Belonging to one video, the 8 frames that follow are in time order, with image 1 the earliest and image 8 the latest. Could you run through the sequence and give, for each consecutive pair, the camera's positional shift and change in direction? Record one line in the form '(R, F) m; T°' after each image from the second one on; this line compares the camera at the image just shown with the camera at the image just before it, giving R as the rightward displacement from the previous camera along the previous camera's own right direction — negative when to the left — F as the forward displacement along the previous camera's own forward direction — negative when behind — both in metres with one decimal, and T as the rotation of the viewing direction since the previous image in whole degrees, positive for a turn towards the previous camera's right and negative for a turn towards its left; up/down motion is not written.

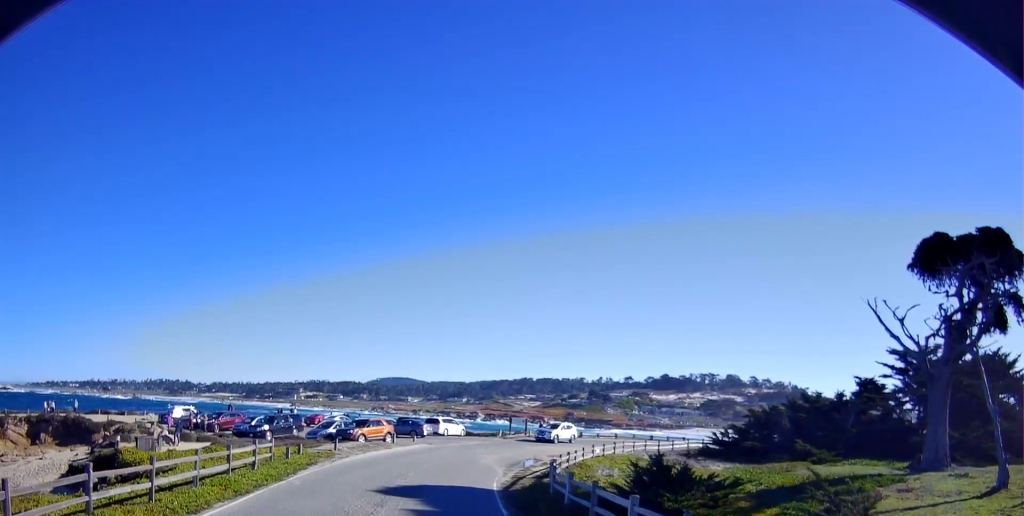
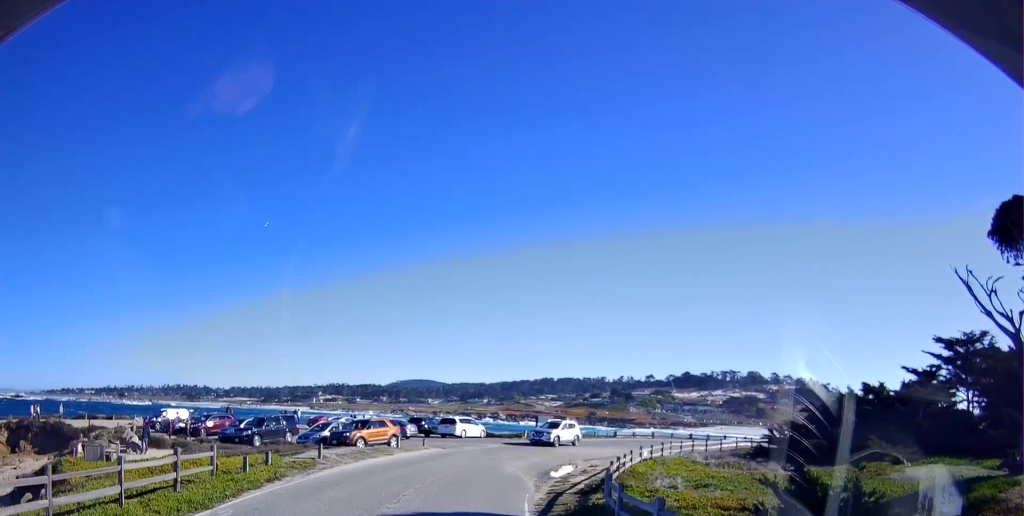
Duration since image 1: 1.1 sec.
(-0.1, +6.3) m; -6°
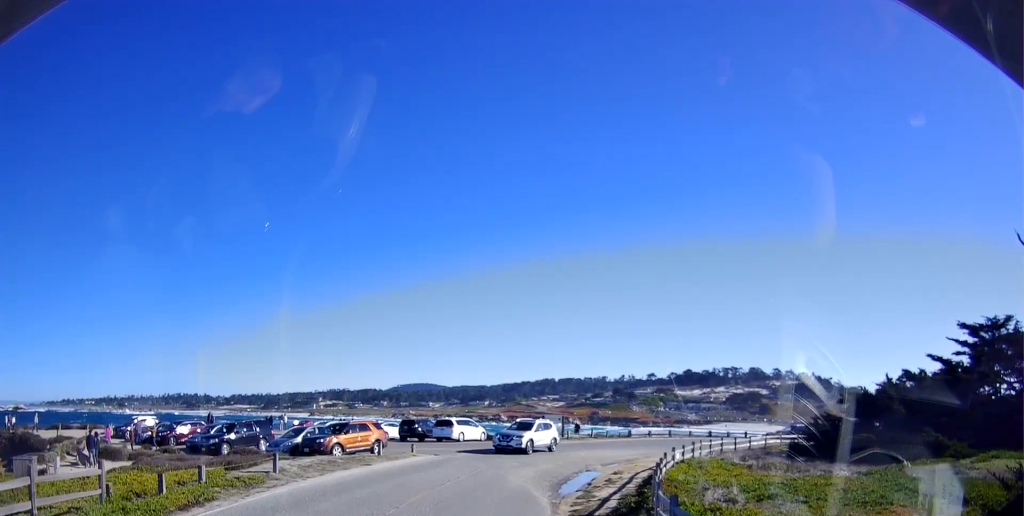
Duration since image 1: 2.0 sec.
(-0.4, +5.1) m; -4°
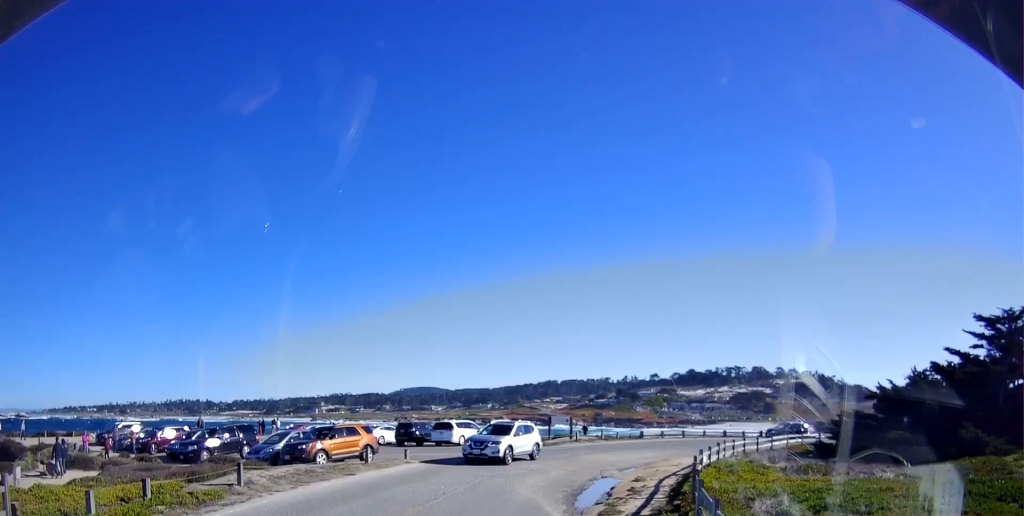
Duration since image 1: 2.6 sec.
(-0.1, +3.1) m; 0°
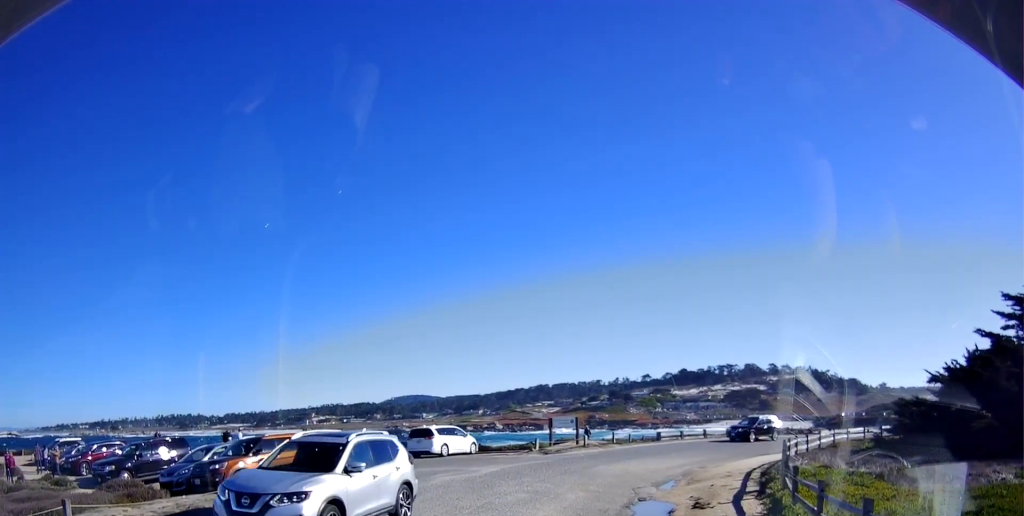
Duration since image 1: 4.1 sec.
(+0.3, +7.9) m; +3°
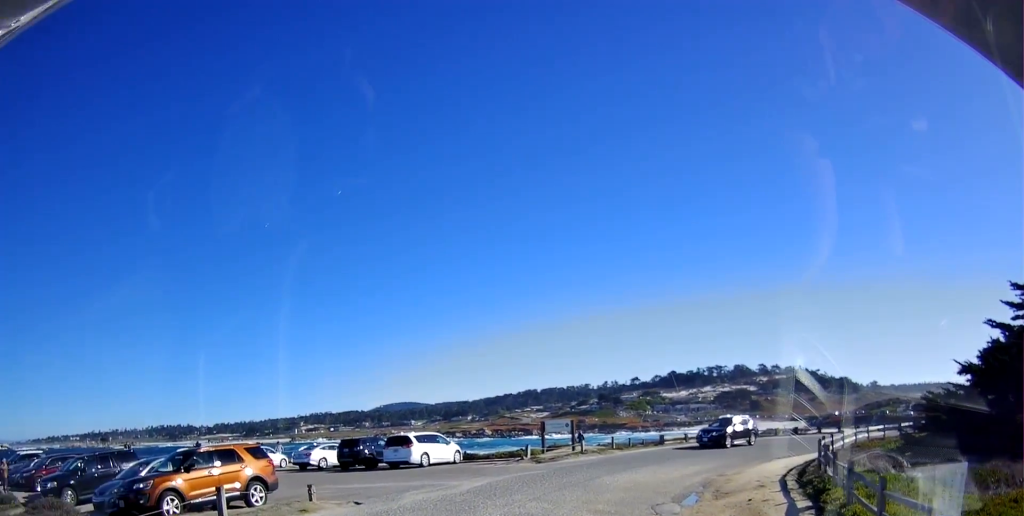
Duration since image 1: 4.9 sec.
(0.0, +4.3) m; 0°
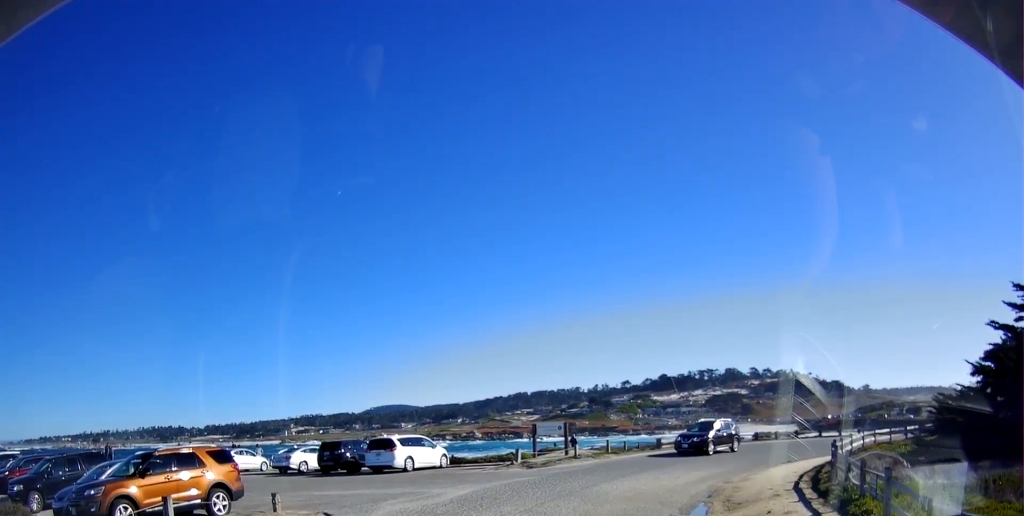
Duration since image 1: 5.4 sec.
(0.0, +2.2) m; 0°
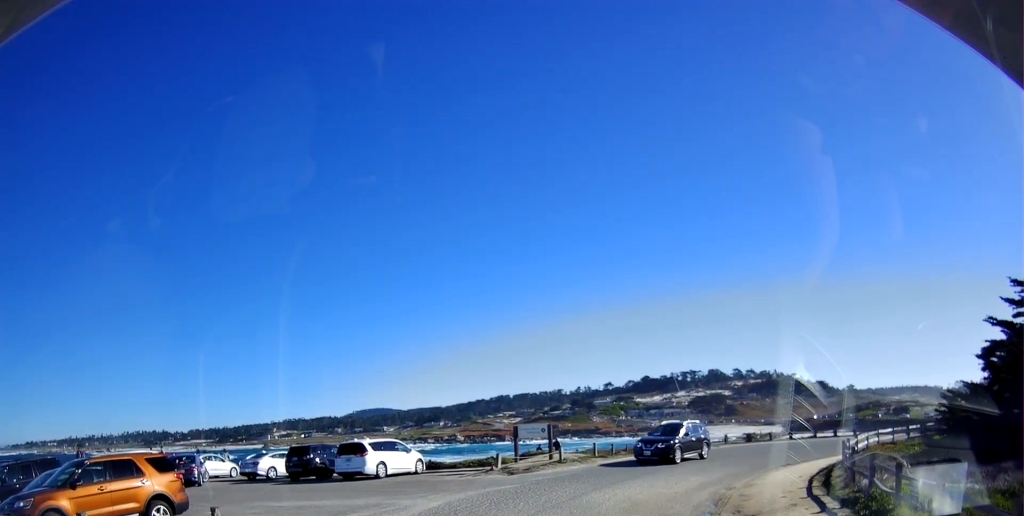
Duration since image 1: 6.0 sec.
(0.0, +2.7) m; +3°
